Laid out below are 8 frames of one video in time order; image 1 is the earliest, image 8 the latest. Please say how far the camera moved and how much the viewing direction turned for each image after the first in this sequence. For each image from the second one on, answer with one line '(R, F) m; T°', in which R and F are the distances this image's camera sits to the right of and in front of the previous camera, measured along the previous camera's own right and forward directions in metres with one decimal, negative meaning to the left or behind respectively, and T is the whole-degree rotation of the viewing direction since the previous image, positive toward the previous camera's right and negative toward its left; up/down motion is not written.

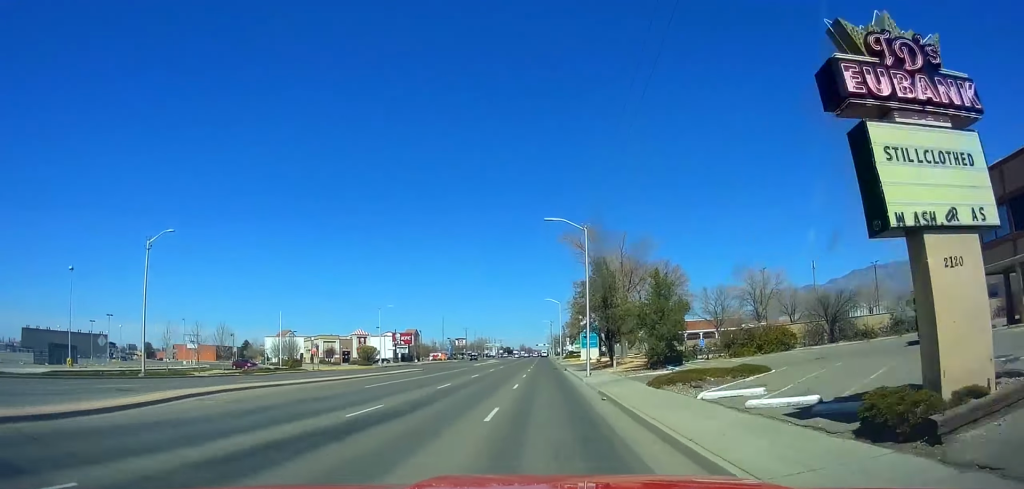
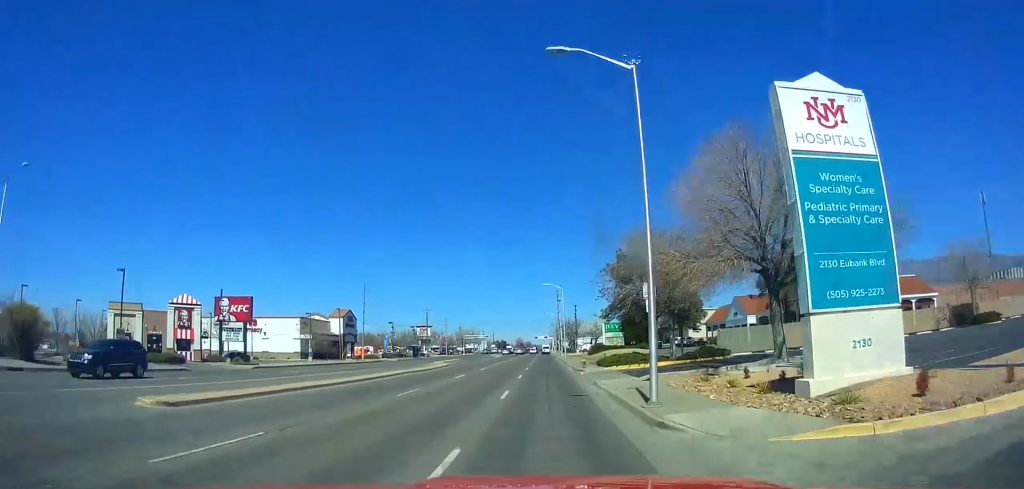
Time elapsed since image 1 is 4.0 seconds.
(+0.7, +67.2) m; +1°
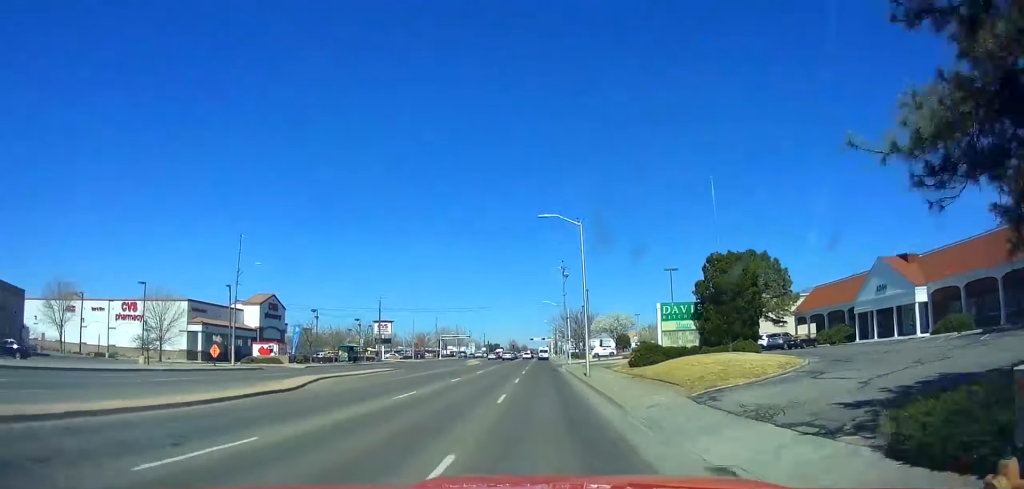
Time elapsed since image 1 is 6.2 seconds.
(+0.2, +36.6) m; 0°
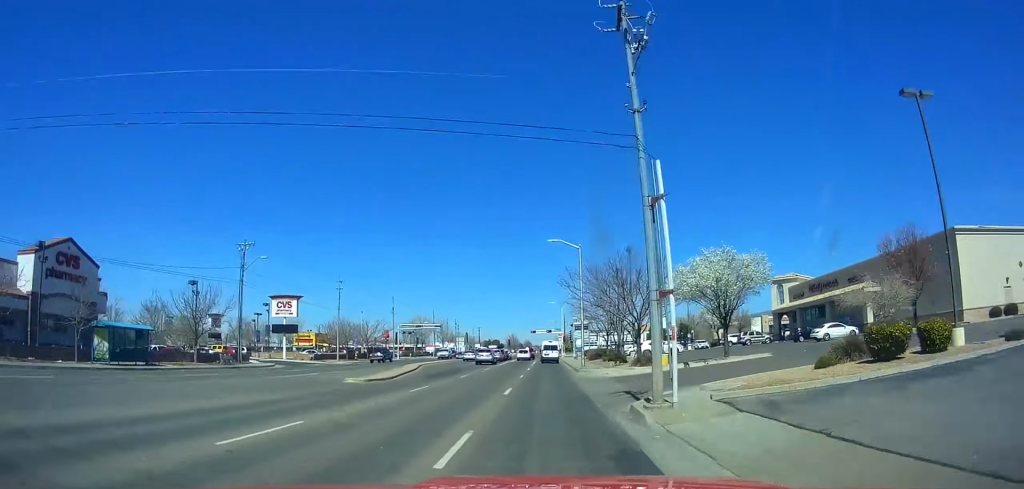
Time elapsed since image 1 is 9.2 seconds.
(-0.6, +45.4) m; -1°
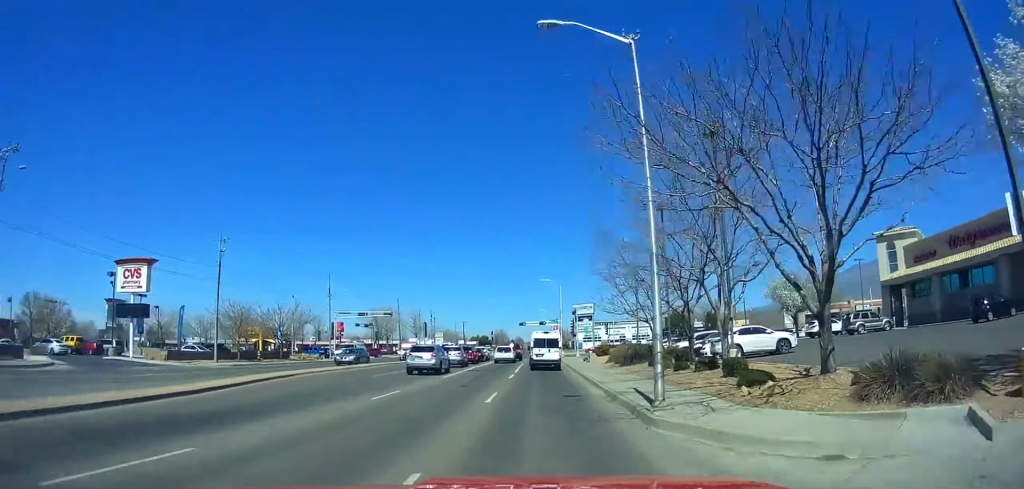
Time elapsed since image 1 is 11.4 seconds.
(-0.1, +28.5) m; 0°
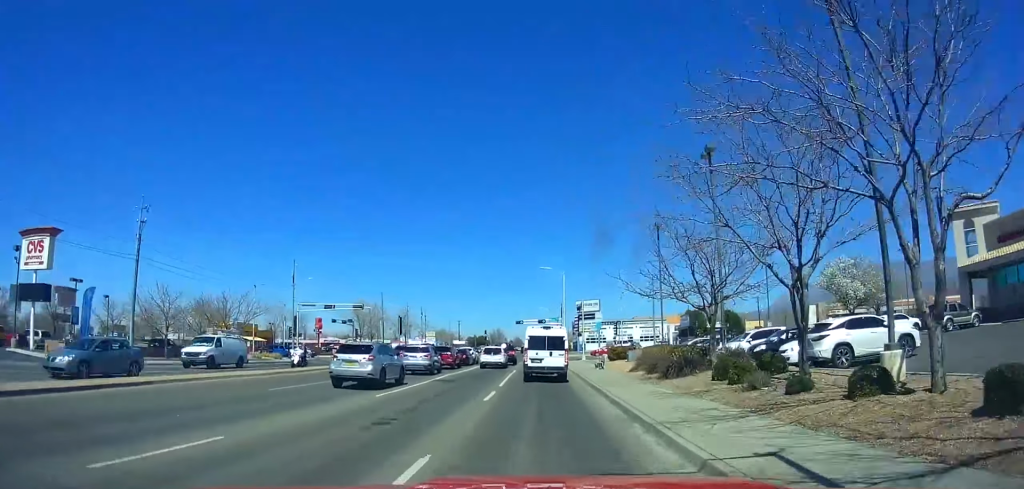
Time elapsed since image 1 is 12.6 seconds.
(+0.1, +12.0) m; 0°
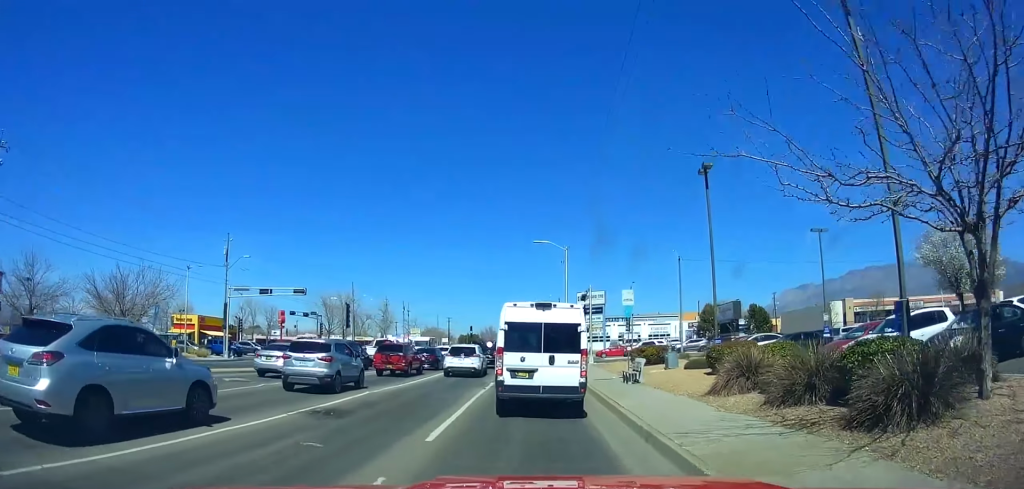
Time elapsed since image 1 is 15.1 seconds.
(+0.2, +21.9) m; +1°
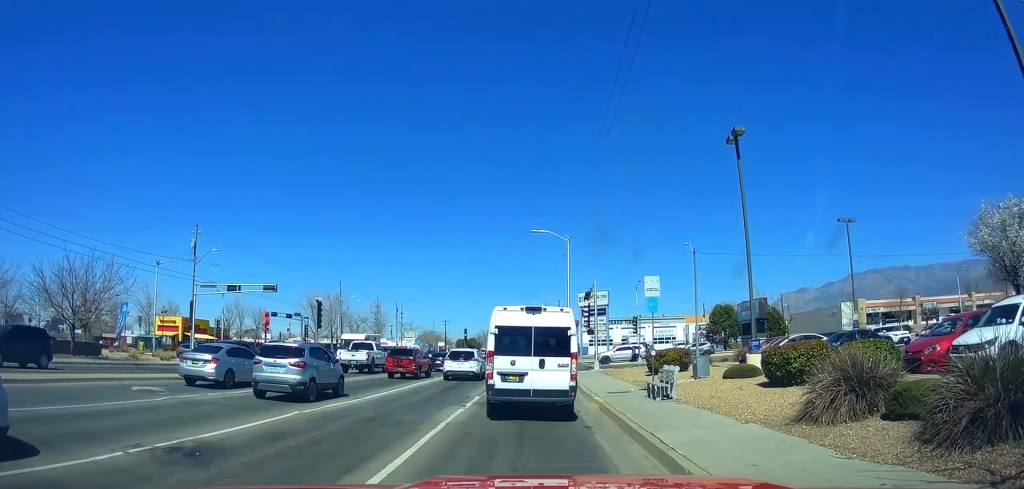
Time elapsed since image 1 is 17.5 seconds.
(+0.1, +15.3) m; 0°
